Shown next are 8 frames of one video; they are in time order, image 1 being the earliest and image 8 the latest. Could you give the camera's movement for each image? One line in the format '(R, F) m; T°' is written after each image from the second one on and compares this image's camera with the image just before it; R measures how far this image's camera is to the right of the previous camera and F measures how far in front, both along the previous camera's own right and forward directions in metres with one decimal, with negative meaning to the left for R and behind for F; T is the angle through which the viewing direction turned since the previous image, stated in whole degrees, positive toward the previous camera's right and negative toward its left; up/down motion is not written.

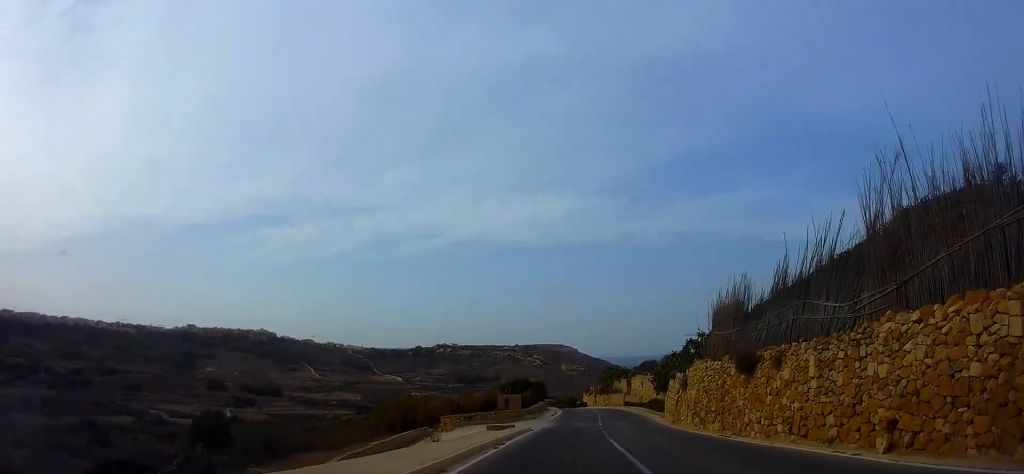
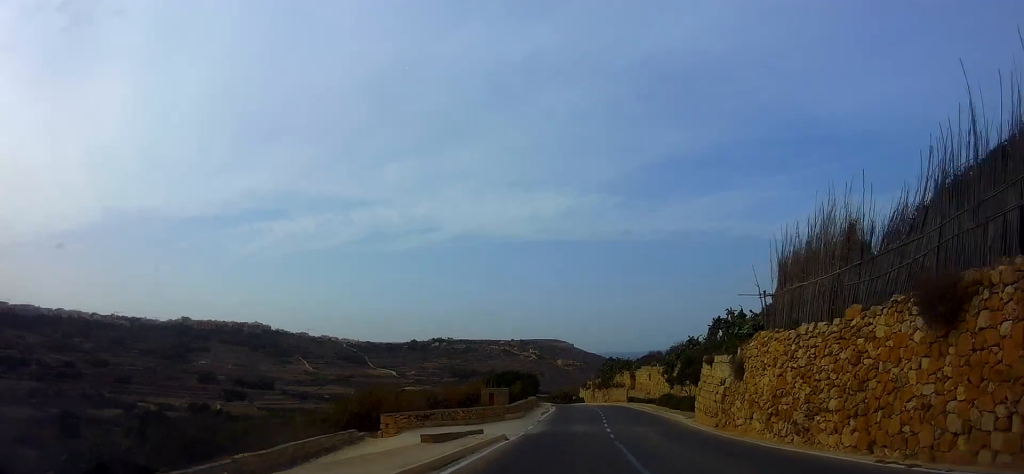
(0.0, +9.0) m; +2°
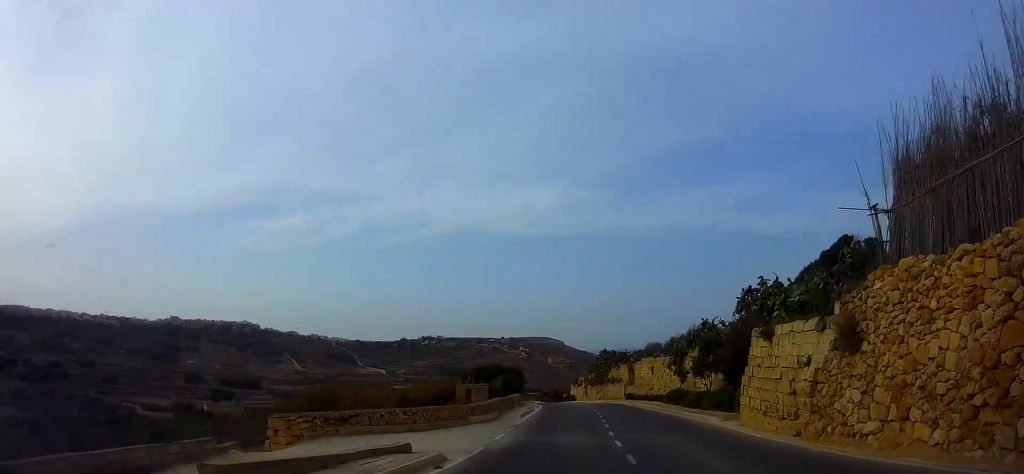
(+0.2, +7.8) m; +1°
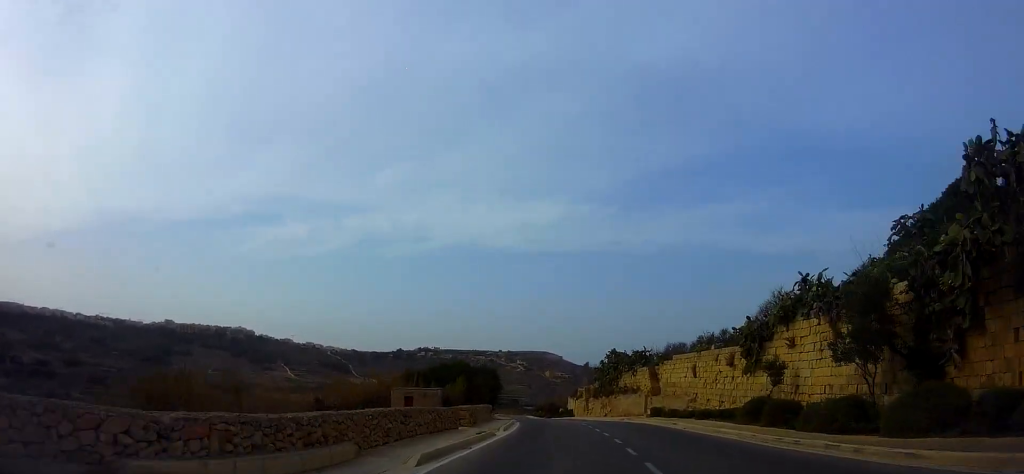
(+0.4, +17.1) m; 0°
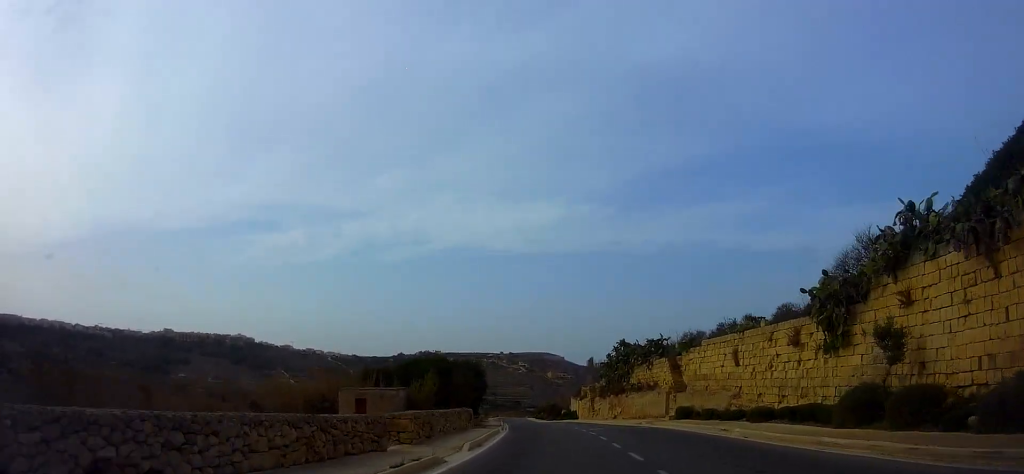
(+0.1, +7.7) m; -1°
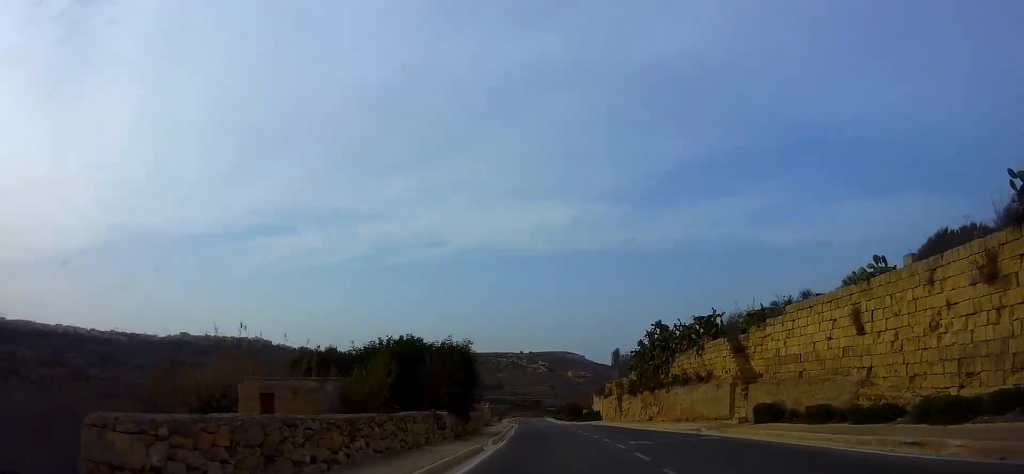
(-0.4, +9.4) m; +1°
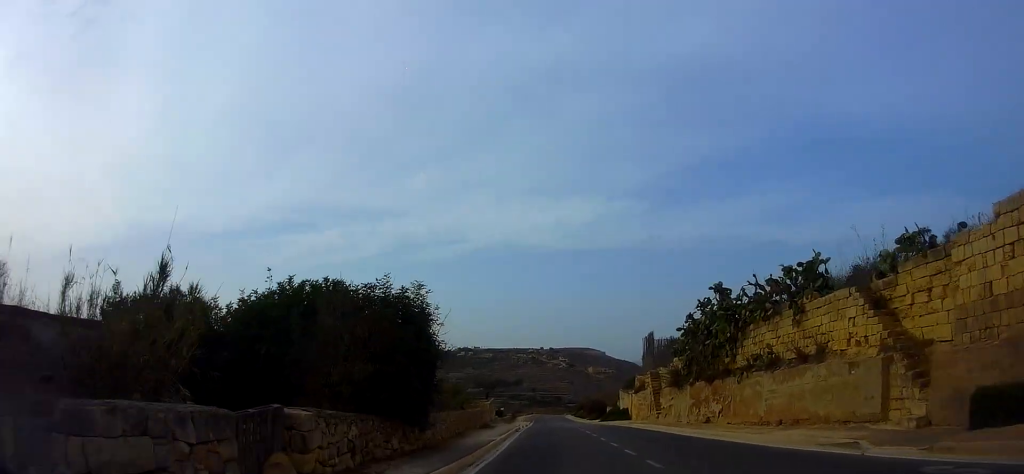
(+0.2, +10.5) m; +1°
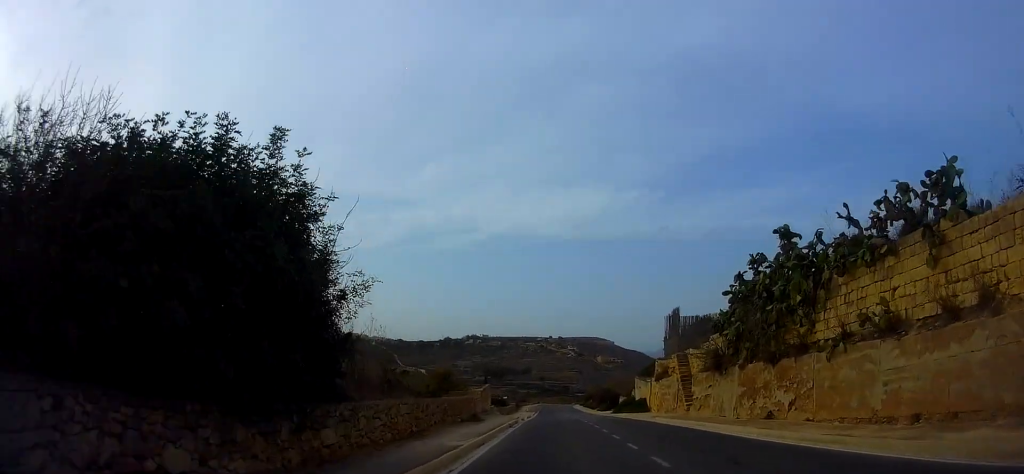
(+0.5, +7.4) m; 0°
